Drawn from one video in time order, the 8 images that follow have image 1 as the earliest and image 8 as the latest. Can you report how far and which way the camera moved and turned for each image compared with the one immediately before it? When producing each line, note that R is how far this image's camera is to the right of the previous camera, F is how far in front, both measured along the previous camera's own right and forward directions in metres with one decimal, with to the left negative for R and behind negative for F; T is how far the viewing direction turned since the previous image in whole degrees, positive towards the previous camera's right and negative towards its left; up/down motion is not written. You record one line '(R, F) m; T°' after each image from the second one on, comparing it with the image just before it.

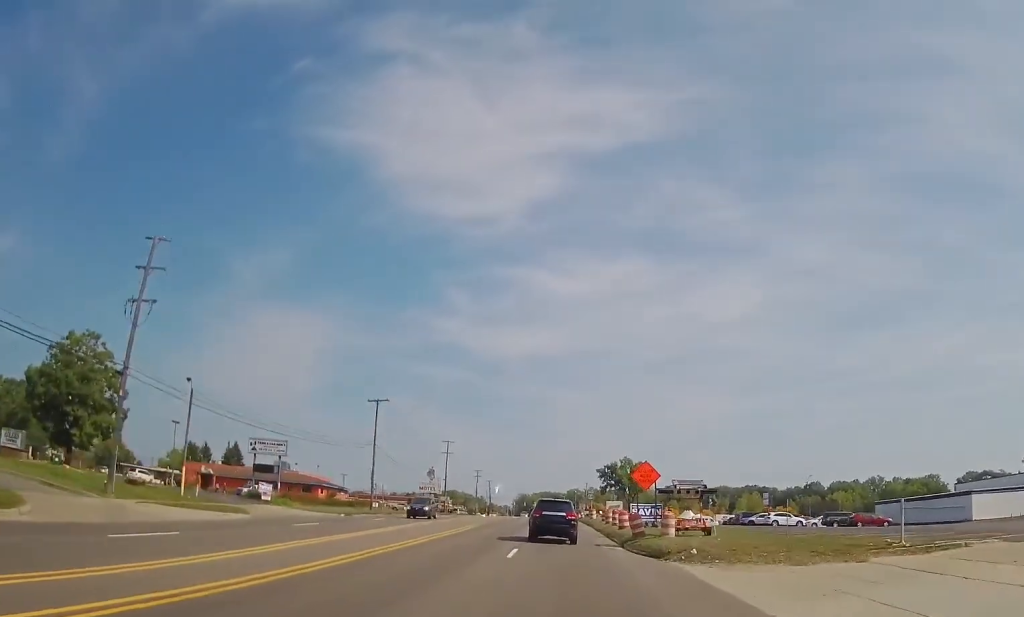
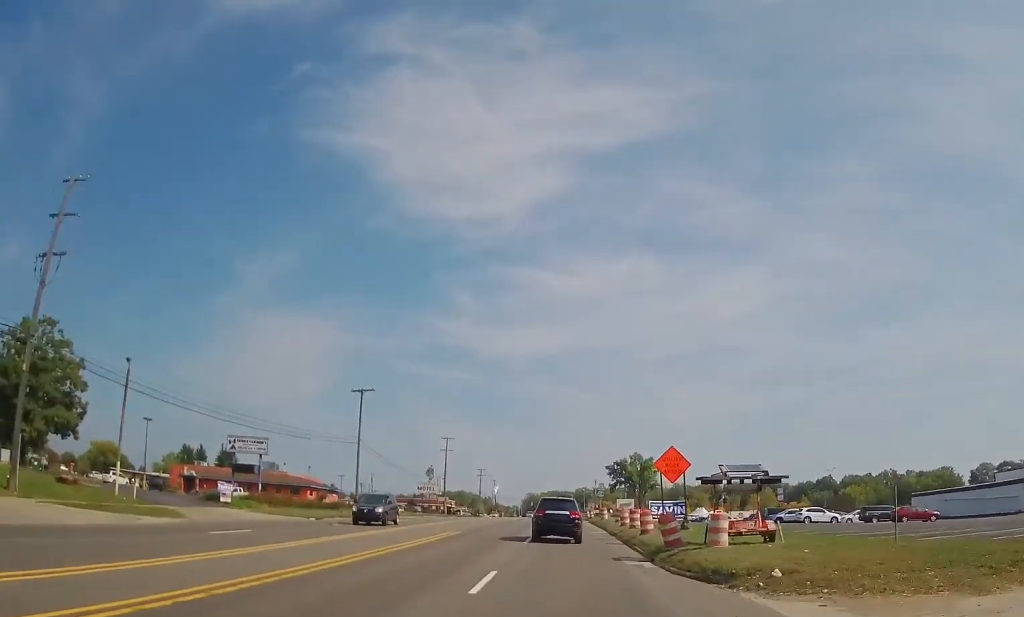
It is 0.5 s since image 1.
(0.0, +8.6) m; 0°
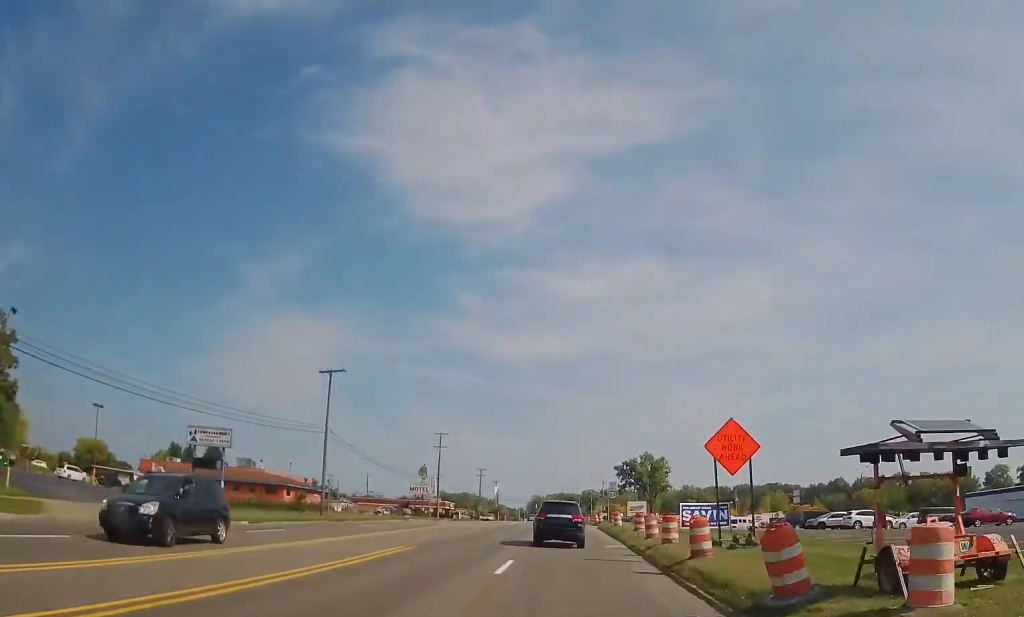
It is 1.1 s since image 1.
(+0.2, +11.6) m; 0°
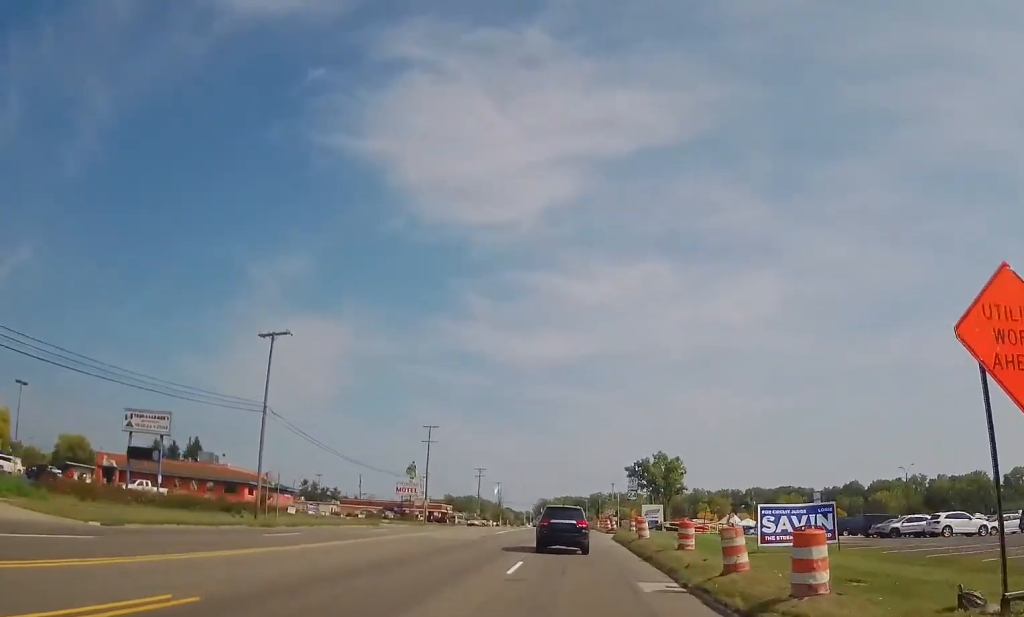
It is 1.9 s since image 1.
(-0.2, +14.2) m; -1°
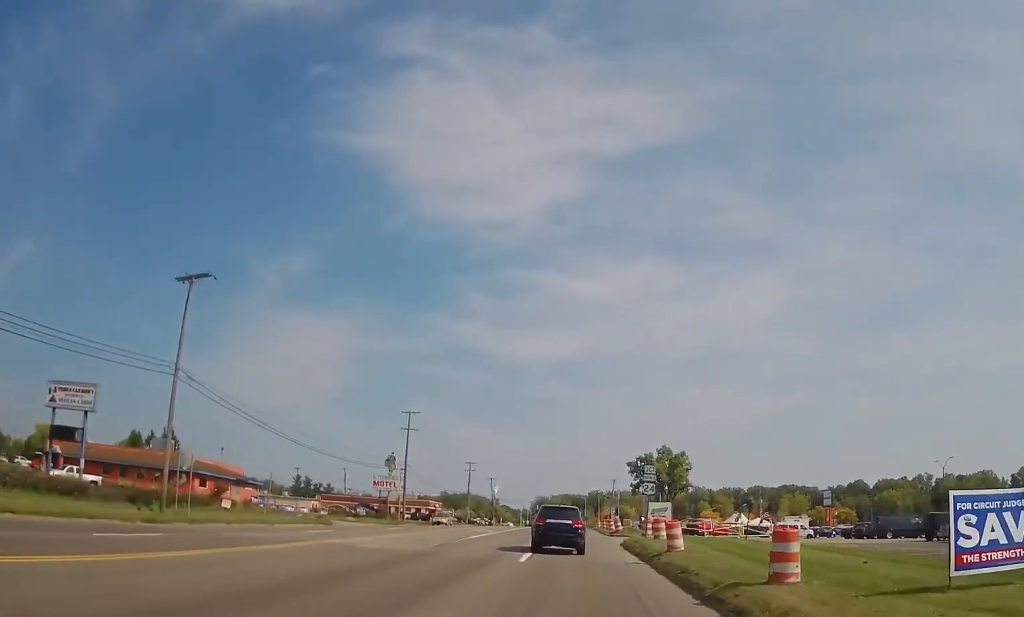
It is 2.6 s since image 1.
(-0.1, +11.5) m; -1°
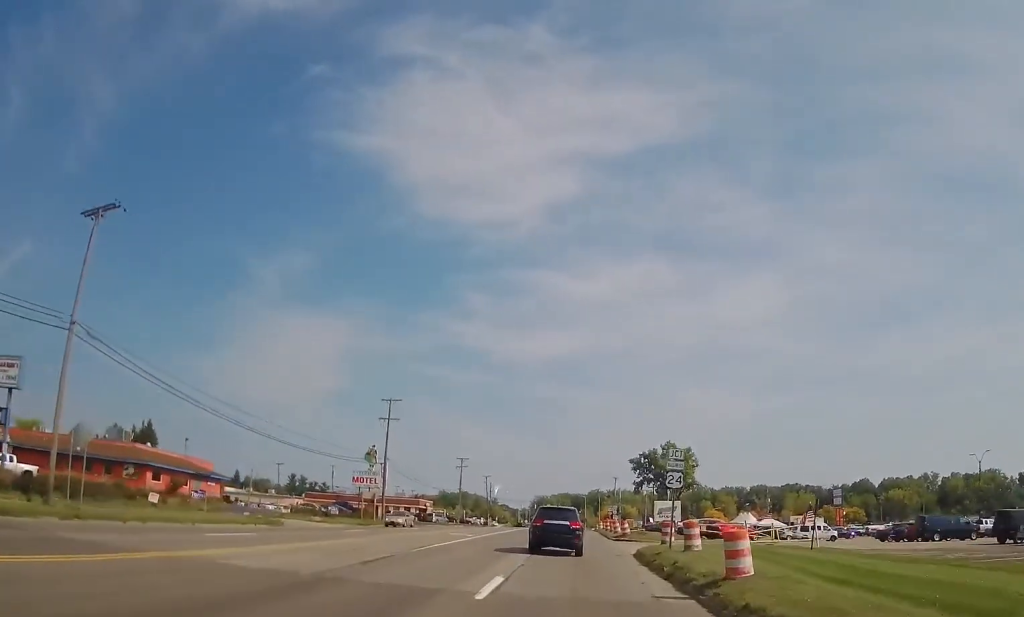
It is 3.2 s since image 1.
(-0.1, +9.3) m; 0°
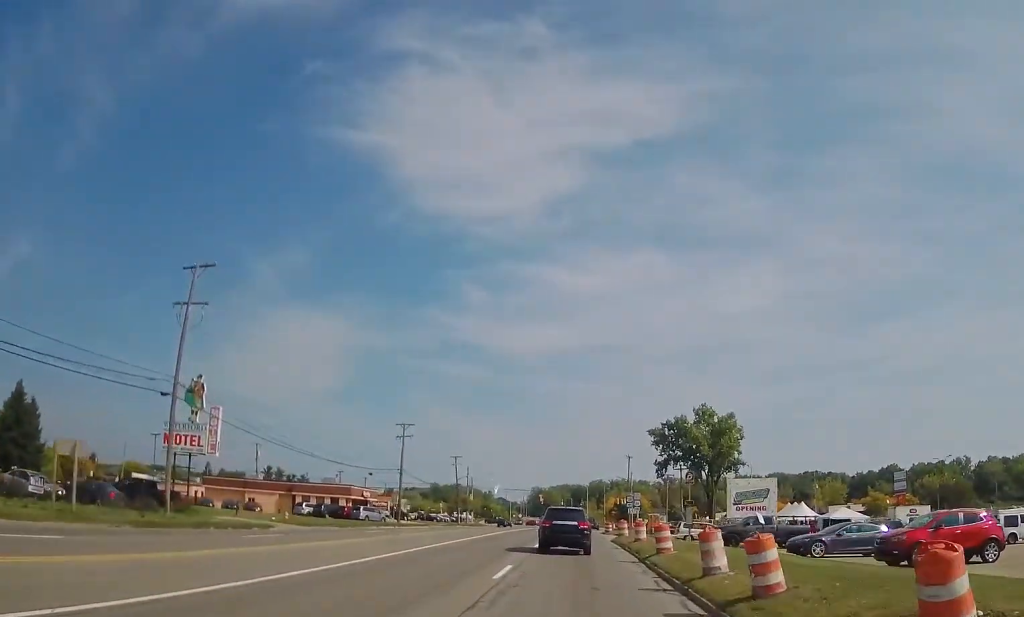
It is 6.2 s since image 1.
(+0.5, +42.3) m; +1°
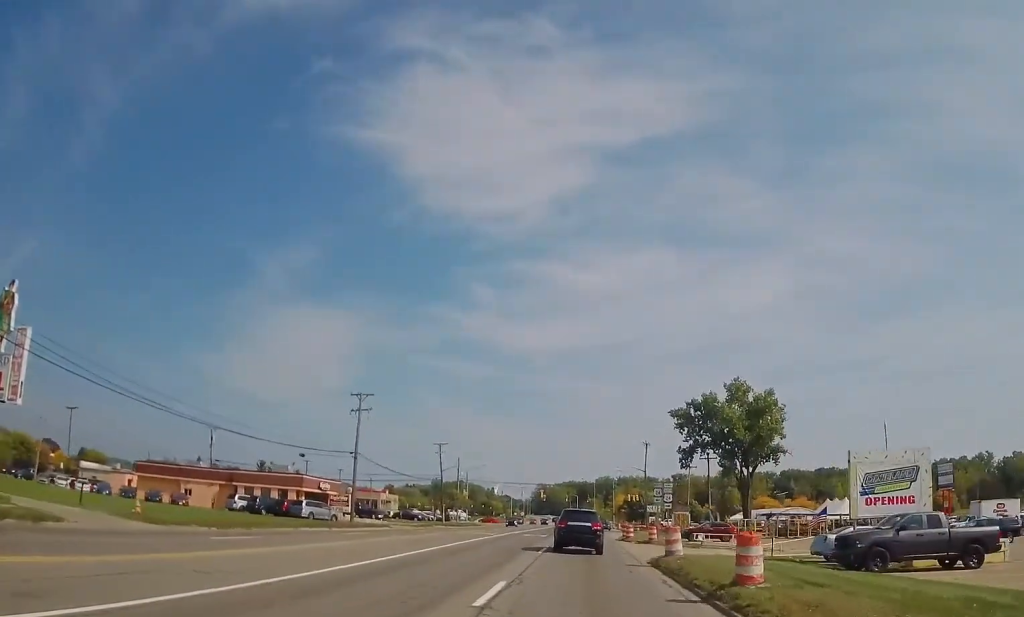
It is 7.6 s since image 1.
(0.0, +19.2) m; 0°
